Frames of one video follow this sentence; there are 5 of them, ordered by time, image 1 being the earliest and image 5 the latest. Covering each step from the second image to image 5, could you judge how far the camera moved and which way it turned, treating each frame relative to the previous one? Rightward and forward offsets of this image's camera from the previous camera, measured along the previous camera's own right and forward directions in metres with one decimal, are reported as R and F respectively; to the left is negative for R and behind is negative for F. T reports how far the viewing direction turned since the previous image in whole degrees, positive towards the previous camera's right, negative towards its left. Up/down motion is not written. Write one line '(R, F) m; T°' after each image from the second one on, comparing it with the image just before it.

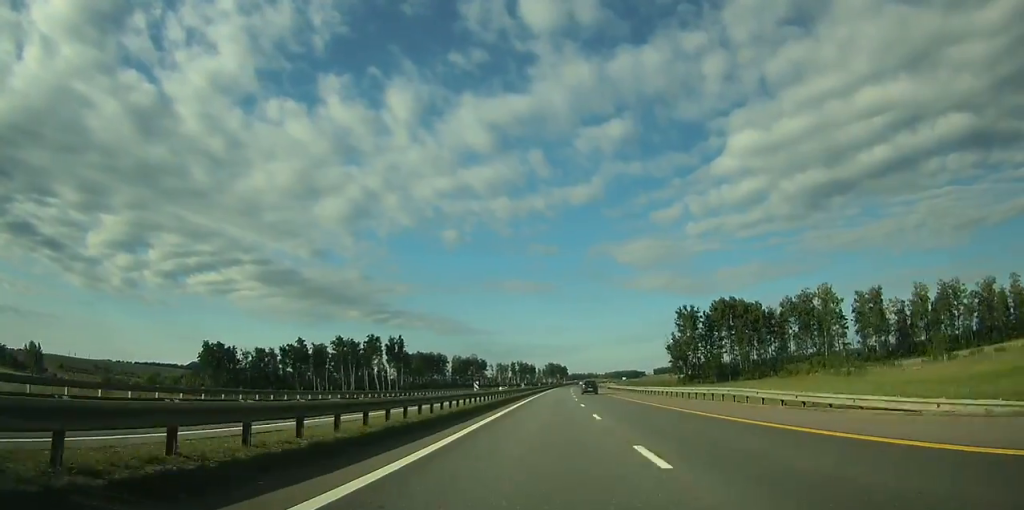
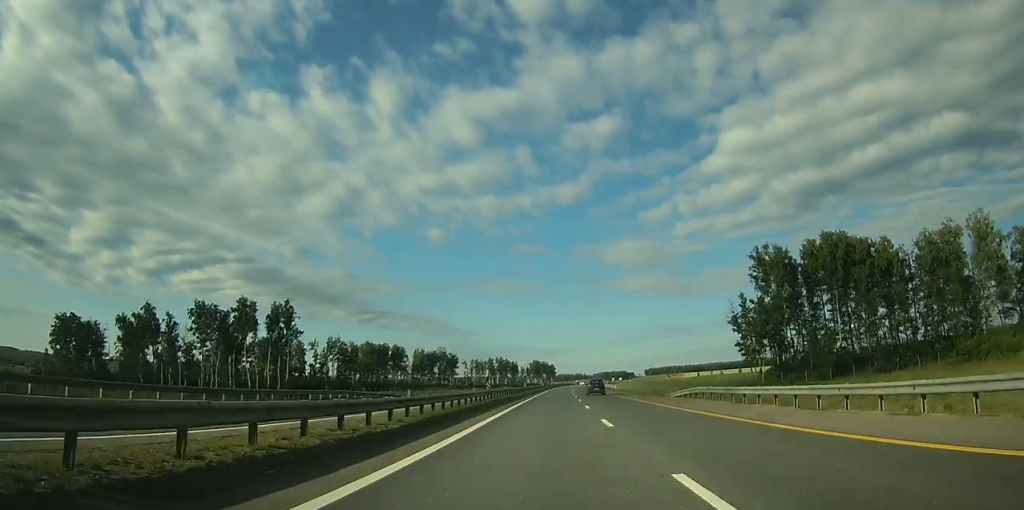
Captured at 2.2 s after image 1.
(+0.9, +78.3) m; +1°
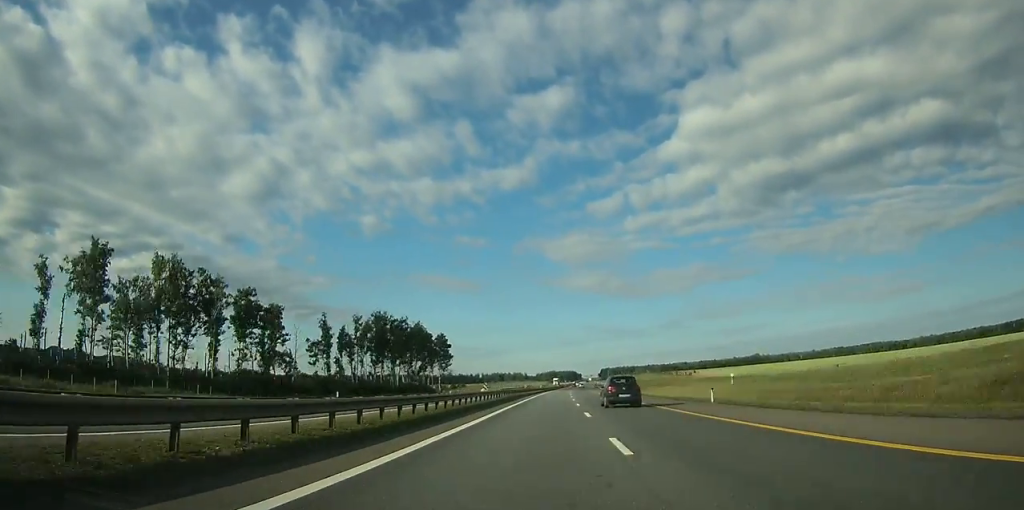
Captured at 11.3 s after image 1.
(+16.5, +334.6) m; +6°
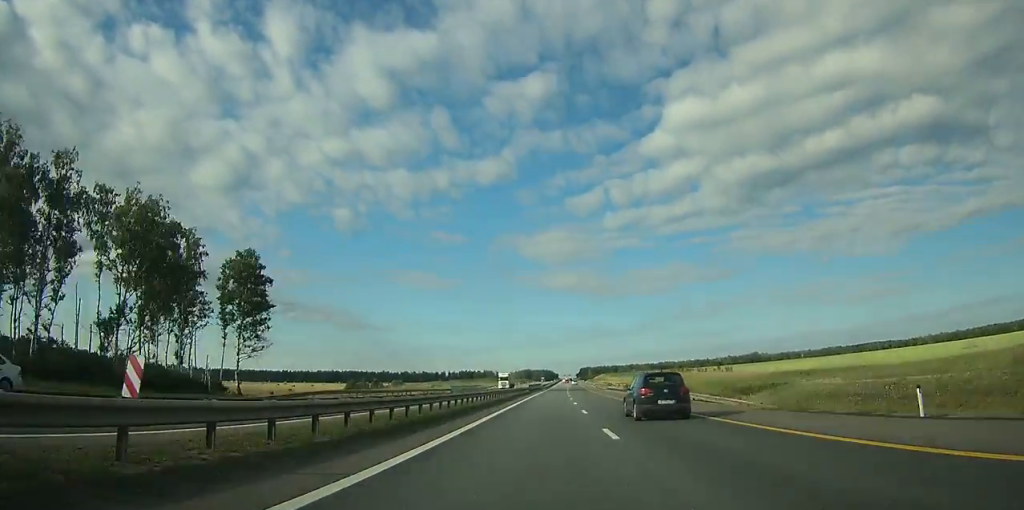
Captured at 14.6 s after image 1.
(+1.9, +117.5) m; +2°
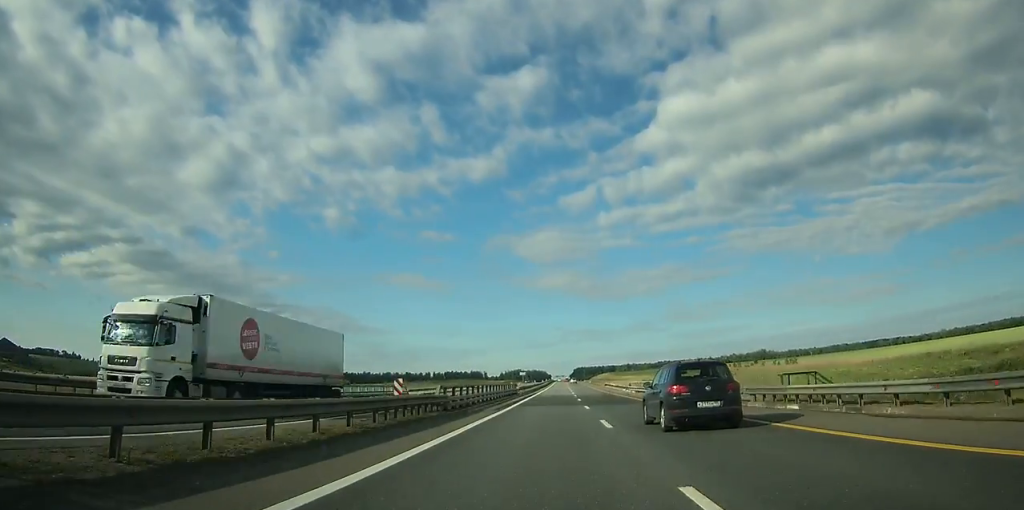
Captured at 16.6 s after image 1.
(+0.5, +66.9) m; +1°
